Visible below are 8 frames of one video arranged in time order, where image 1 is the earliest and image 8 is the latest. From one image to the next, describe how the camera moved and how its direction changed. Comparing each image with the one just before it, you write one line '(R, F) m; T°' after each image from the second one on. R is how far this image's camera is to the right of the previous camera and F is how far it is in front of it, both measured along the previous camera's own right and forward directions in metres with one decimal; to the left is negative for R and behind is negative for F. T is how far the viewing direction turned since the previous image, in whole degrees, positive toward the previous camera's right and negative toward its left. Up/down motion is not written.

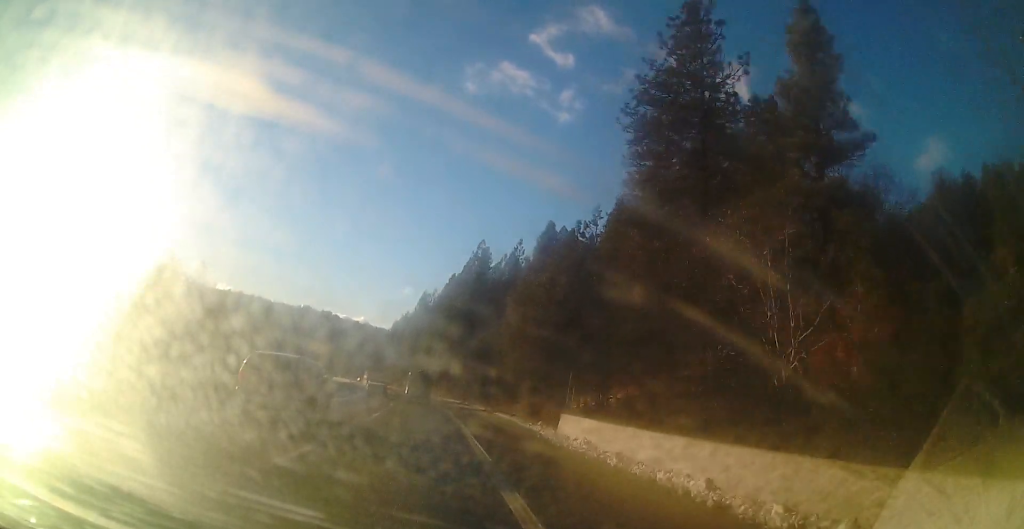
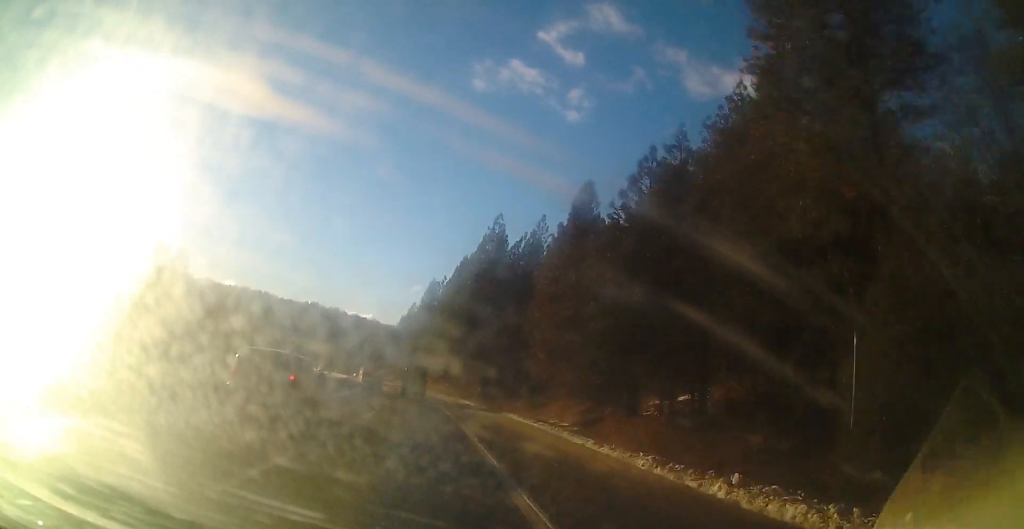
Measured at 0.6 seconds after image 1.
(+0.3, +17.1) m; 0°
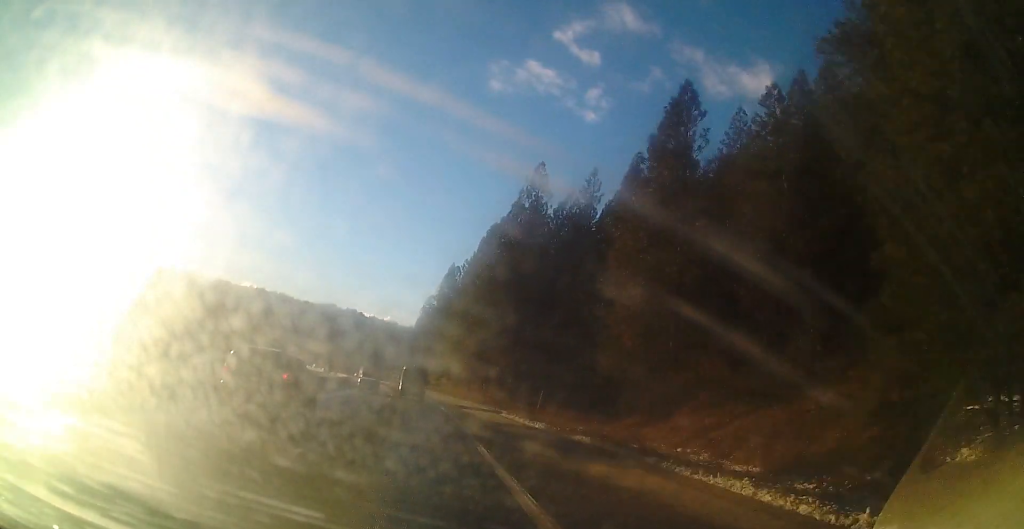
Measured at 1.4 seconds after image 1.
(-0.1, +24.9) m; -2°
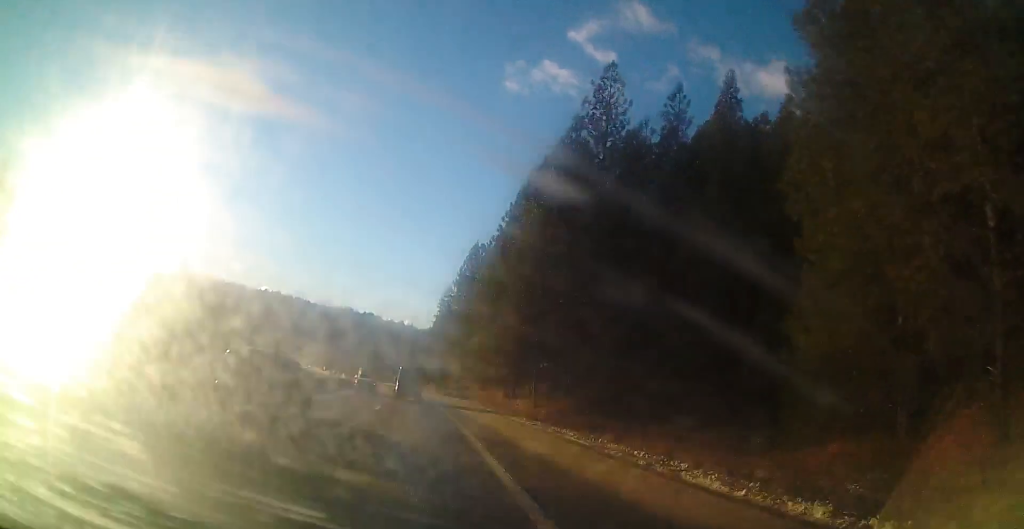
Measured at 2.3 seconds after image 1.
(-0.6, +26.3) m; -3°
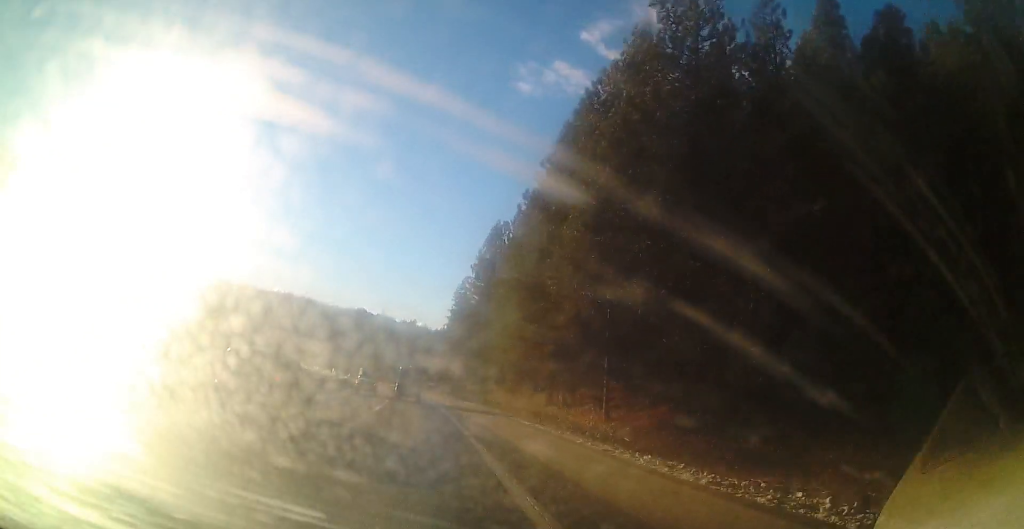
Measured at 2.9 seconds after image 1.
(-0.3, +17.2) m; -2°
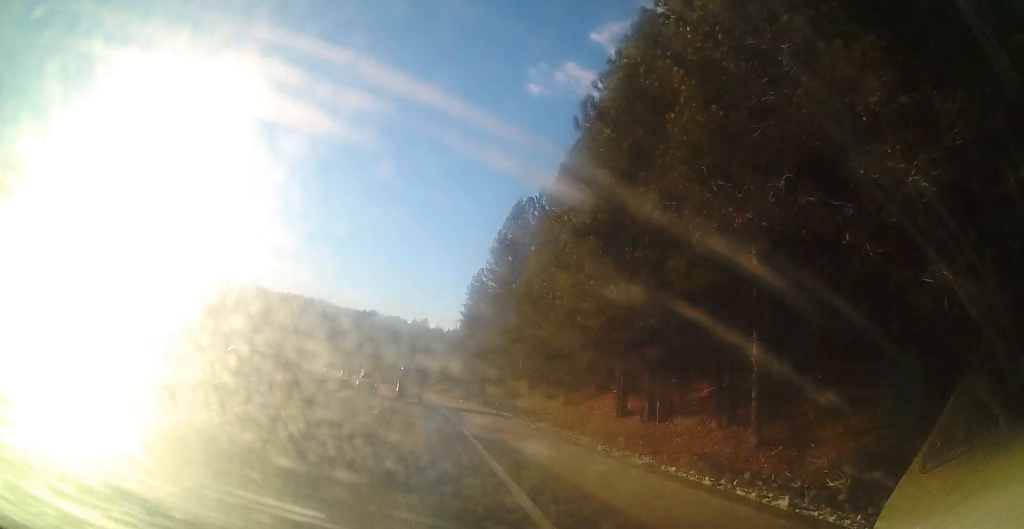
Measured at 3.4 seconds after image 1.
(-0.3, +13.9) m; -1°
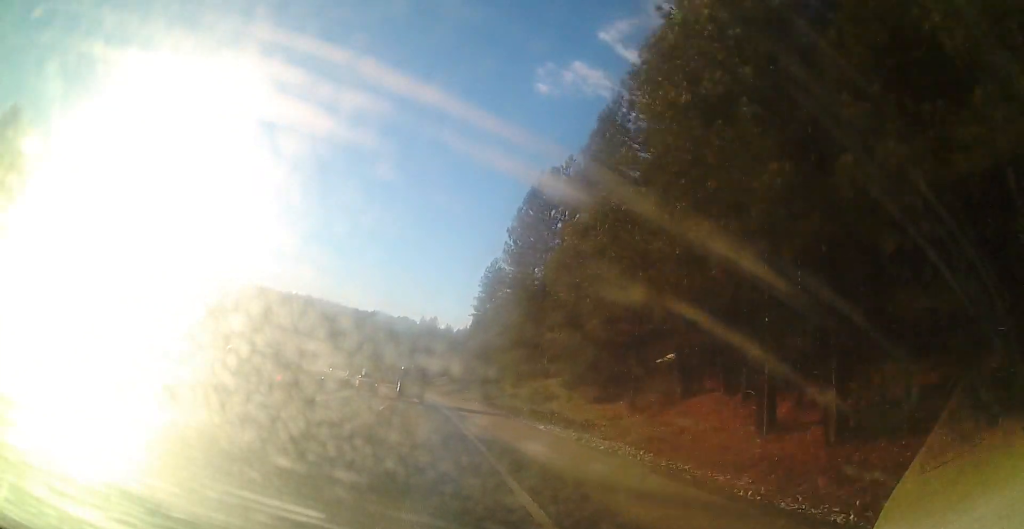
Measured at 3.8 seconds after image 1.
(-0.1, +12.0) m; -1°
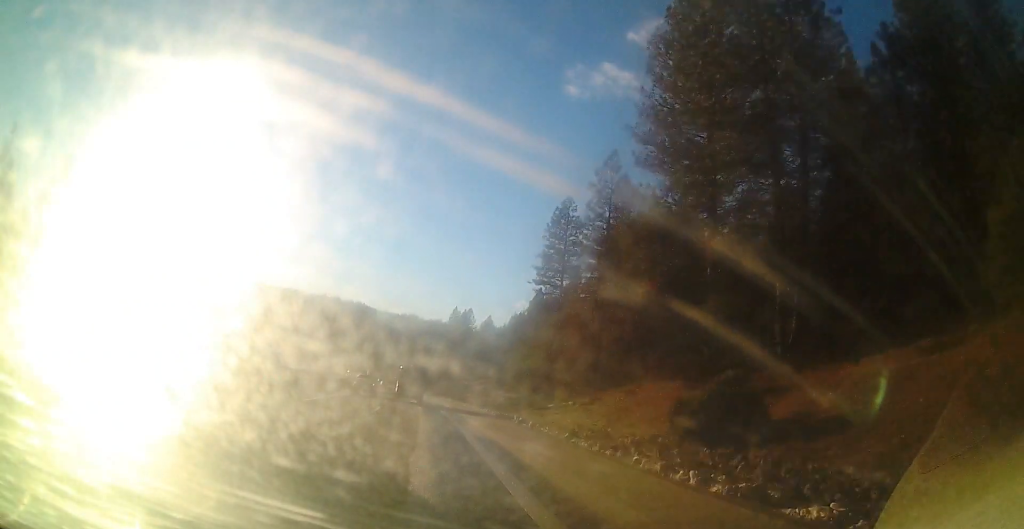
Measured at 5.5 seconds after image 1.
(0.0, +45.8) m; 0°
